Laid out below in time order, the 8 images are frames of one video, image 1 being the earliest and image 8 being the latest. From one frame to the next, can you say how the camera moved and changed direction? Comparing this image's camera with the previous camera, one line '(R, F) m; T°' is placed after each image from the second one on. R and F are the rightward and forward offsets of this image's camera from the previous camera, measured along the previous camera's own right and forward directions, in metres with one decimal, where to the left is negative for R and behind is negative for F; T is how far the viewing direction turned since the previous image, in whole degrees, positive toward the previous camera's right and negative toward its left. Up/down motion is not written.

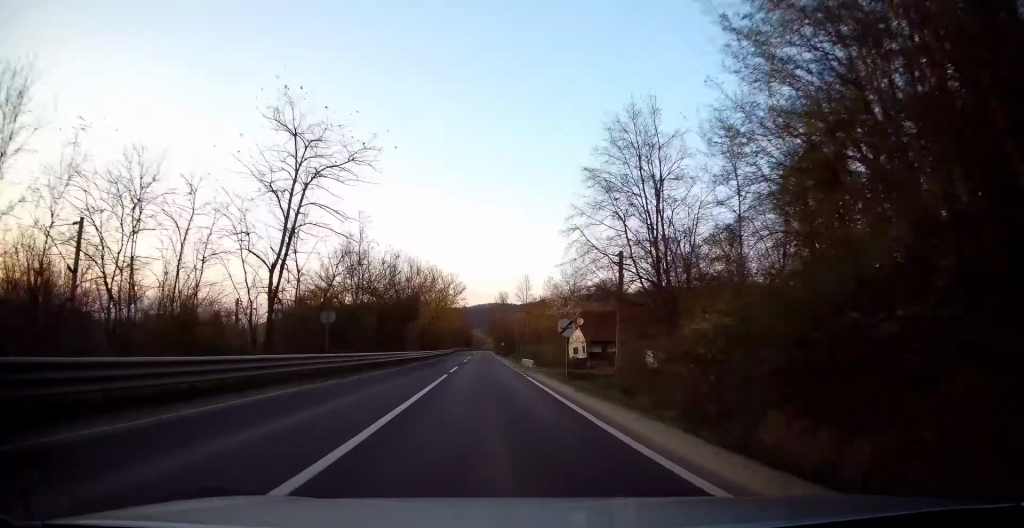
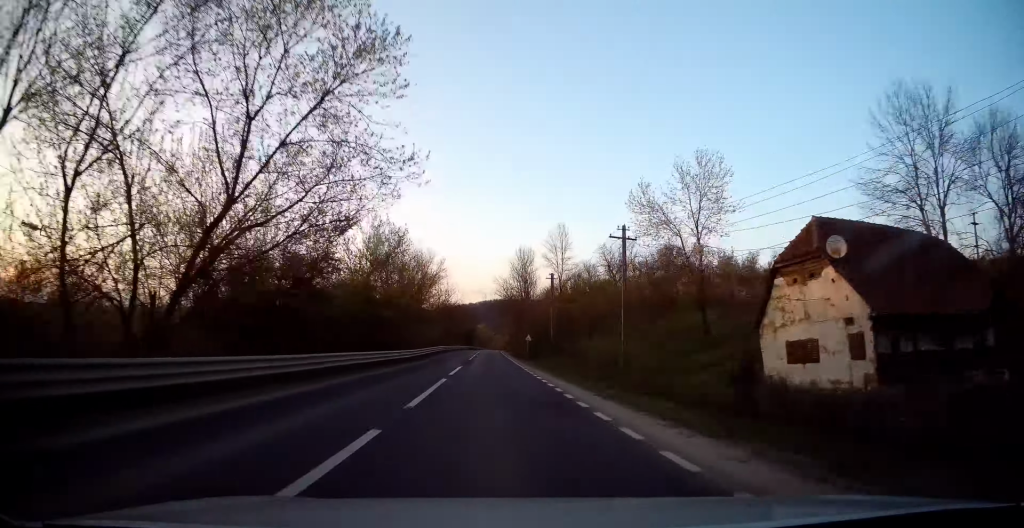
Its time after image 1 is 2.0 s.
(0.0, +48.7) m; +1°
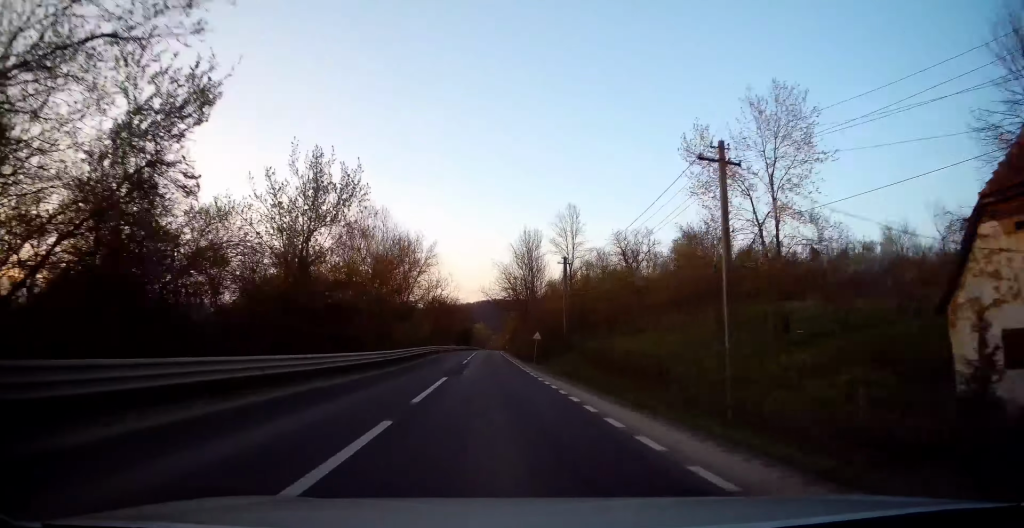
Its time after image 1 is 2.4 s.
(0.0, +10.9) m; 0°
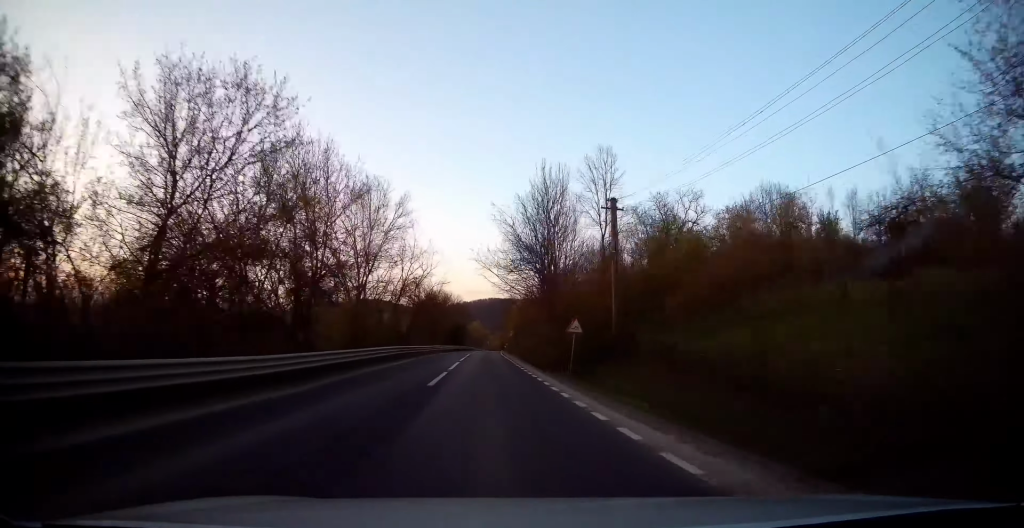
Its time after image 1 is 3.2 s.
(+0.1, +19.5) m; -1°
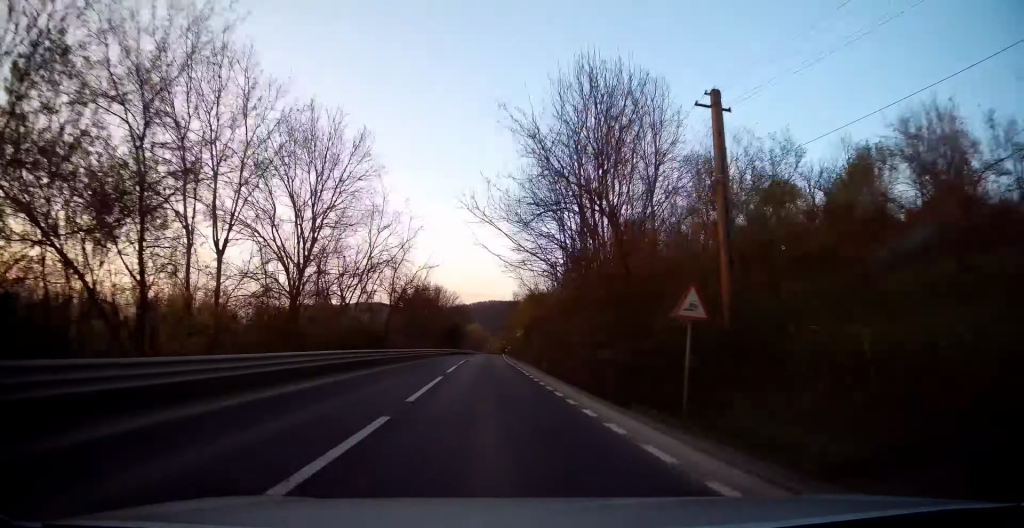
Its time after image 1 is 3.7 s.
(-0.2, +13.7) m; 0°
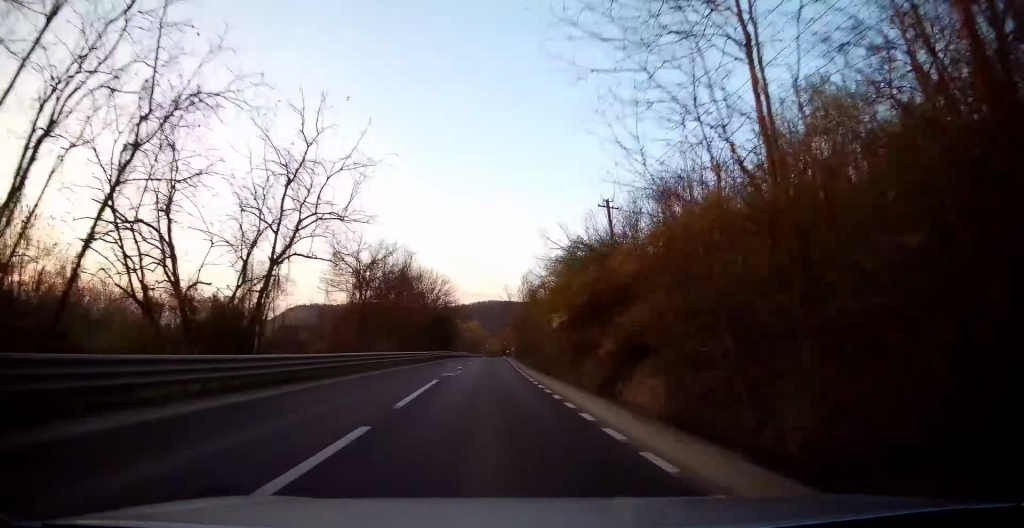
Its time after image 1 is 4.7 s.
(+0.2, +24.6) m; +1°
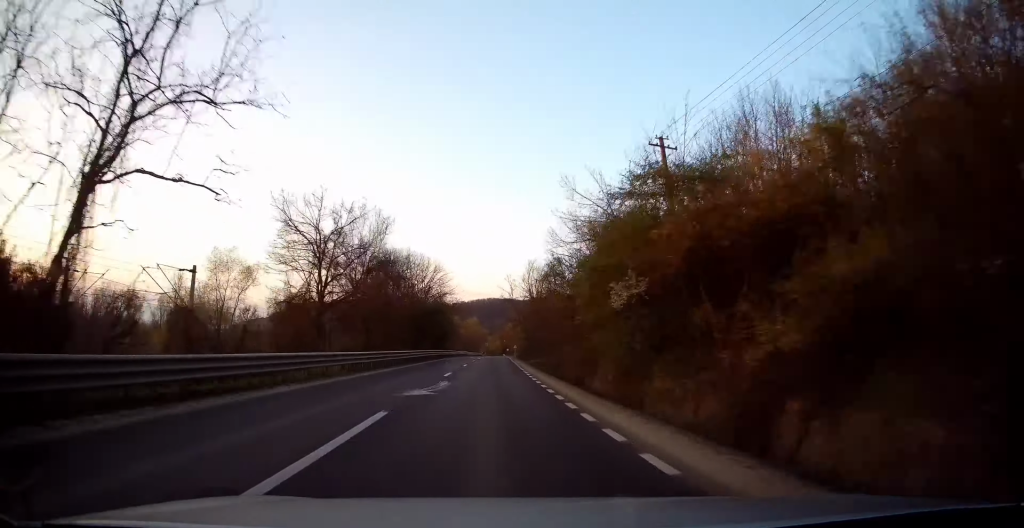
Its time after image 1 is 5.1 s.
(+0.2, +10.1) m; 0°
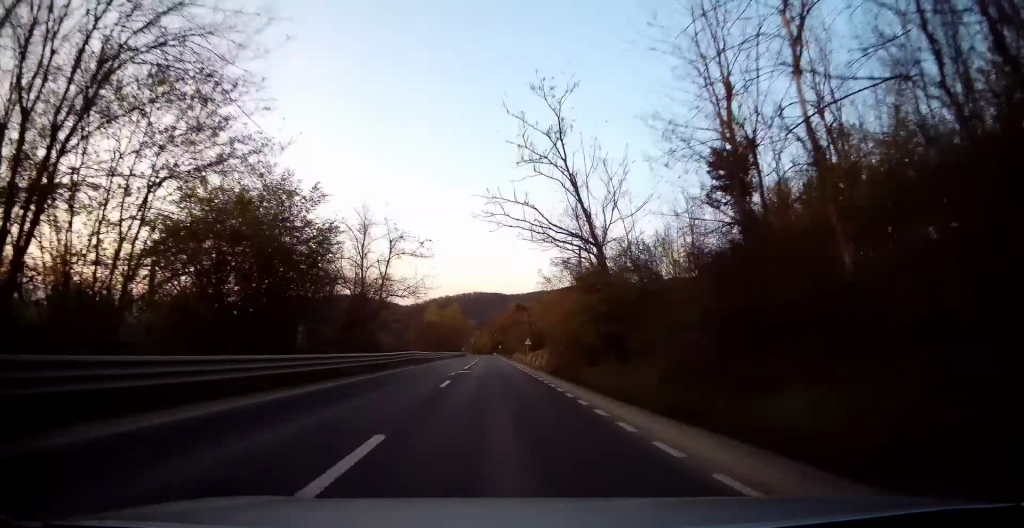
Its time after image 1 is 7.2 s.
(-0.5, +54.4) m; 0°
